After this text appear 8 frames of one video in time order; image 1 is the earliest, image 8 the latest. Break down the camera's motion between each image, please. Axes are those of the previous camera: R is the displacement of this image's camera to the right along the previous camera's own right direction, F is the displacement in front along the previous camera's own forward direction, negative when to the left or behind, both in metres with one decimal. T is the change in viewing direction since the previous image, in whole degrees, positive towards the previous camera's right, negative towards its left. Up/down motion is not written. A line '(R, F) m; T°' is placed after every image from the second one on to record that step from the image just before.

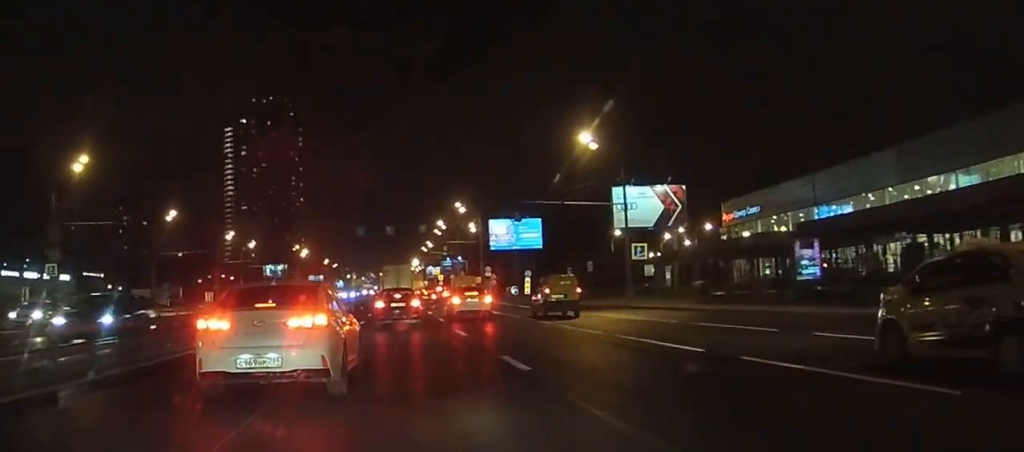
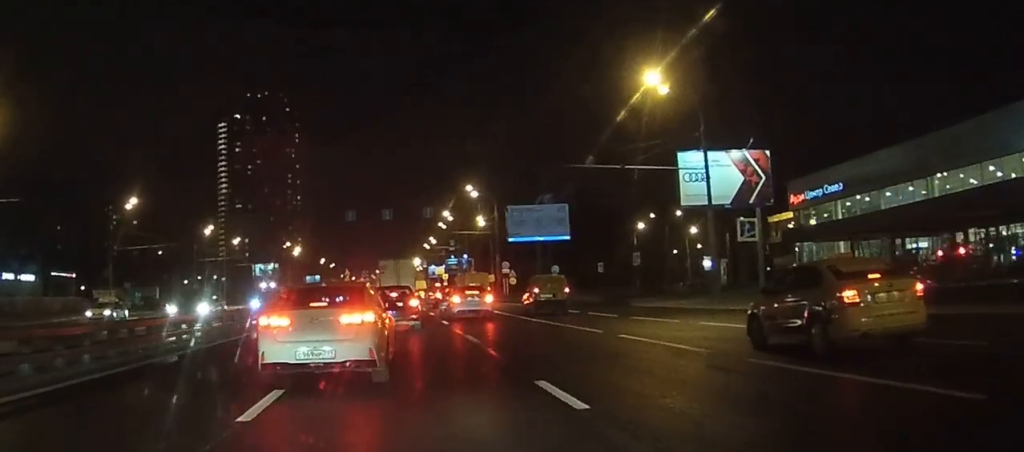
(+0.6, +17.7) m; +2°
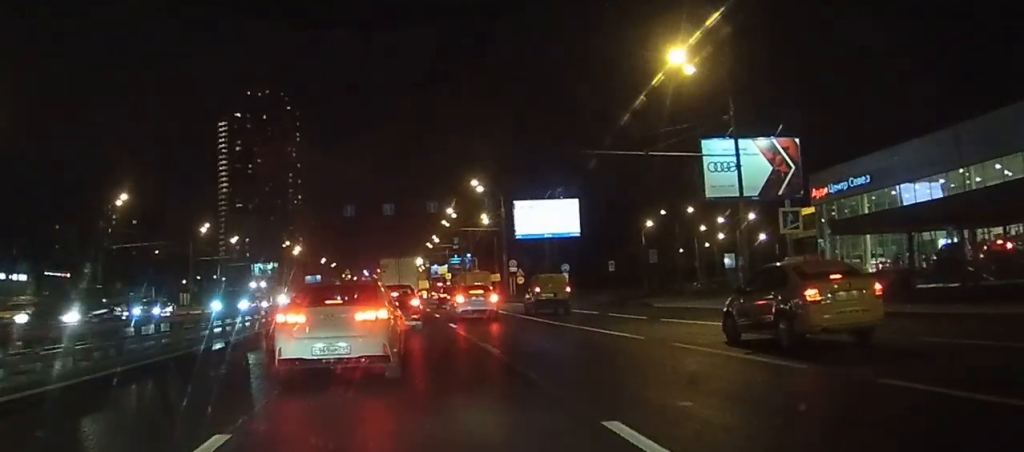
(0.0, +4.4) m; 0°
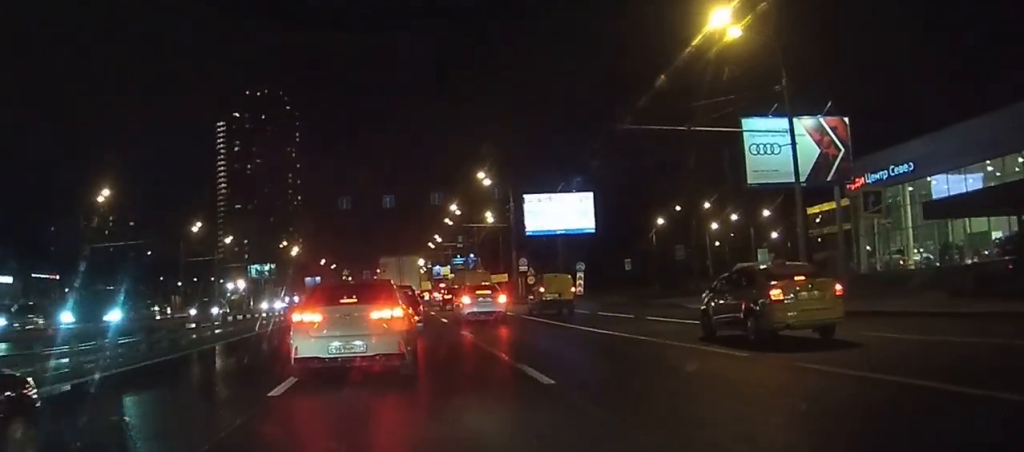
(-0.1, +6.2) m; -1°
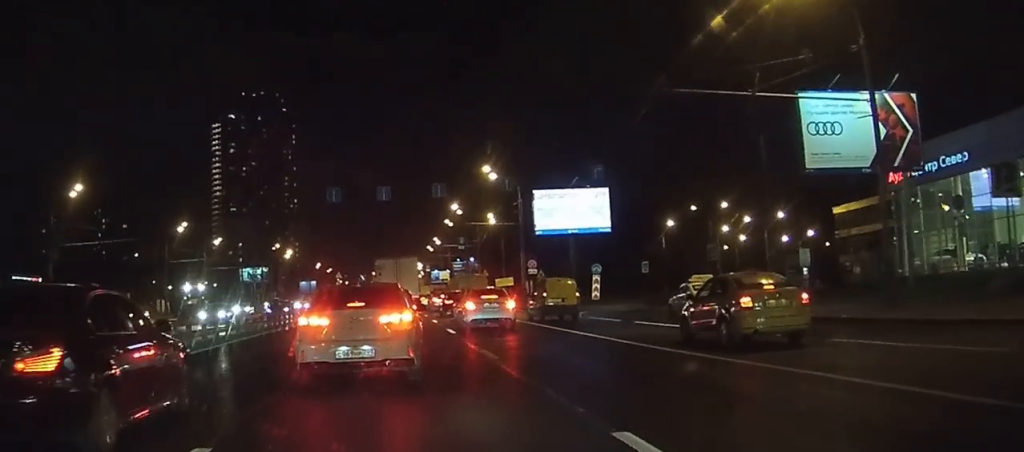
(0.0, +7.3) m; -1°
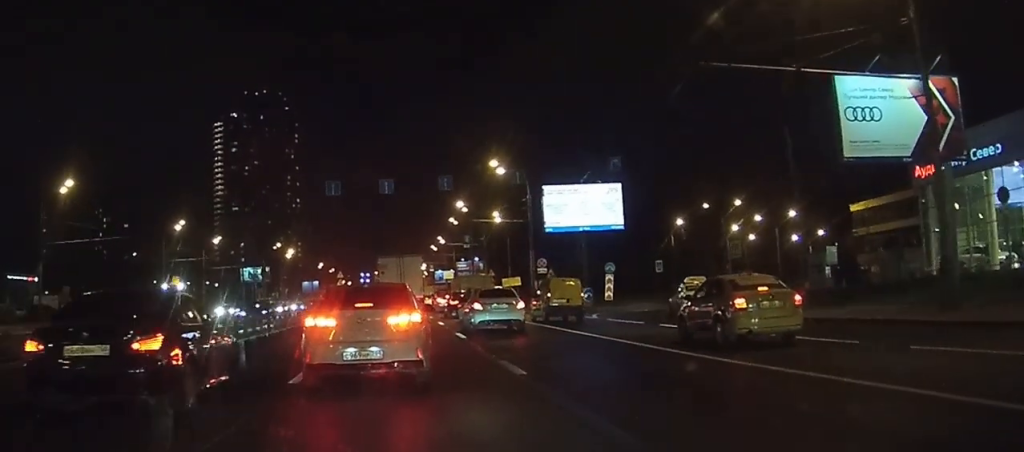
(-0.1, +3.3) m; 0°
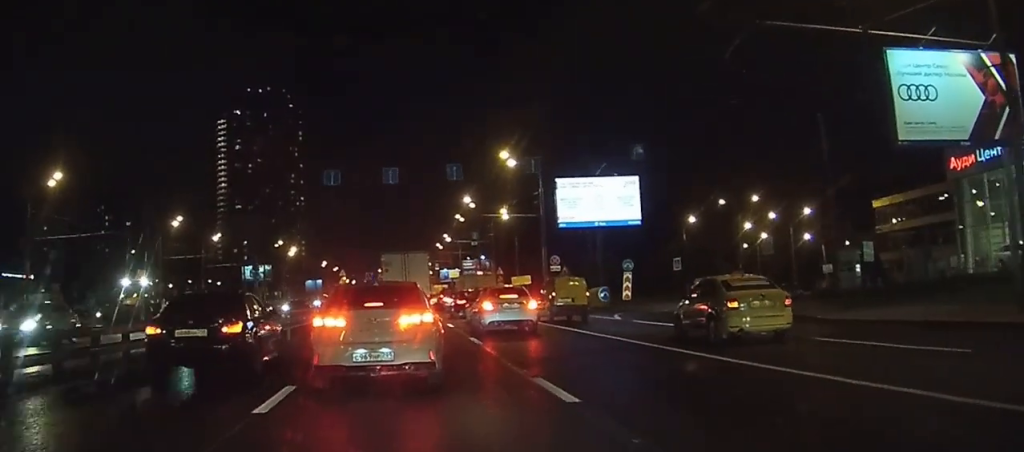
(0.0, +4.1) m; +1°
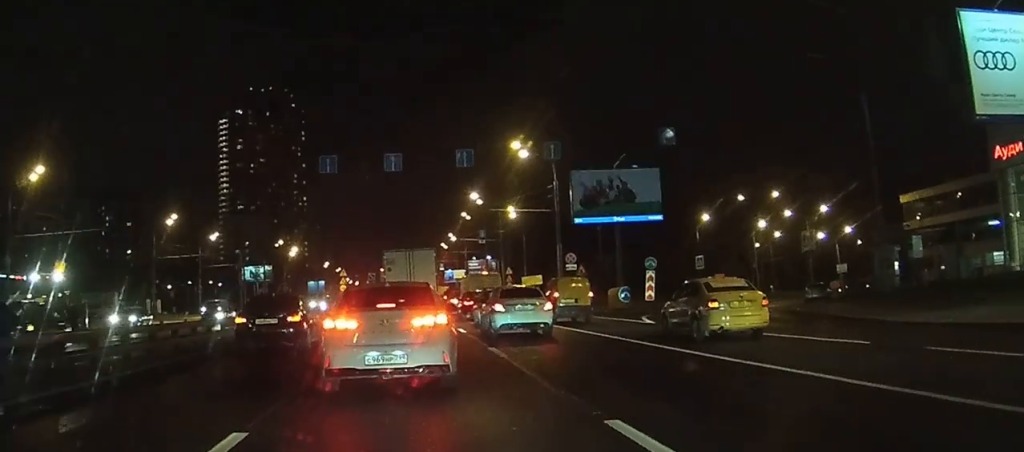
(+0.1, +5.1) m; +1°
